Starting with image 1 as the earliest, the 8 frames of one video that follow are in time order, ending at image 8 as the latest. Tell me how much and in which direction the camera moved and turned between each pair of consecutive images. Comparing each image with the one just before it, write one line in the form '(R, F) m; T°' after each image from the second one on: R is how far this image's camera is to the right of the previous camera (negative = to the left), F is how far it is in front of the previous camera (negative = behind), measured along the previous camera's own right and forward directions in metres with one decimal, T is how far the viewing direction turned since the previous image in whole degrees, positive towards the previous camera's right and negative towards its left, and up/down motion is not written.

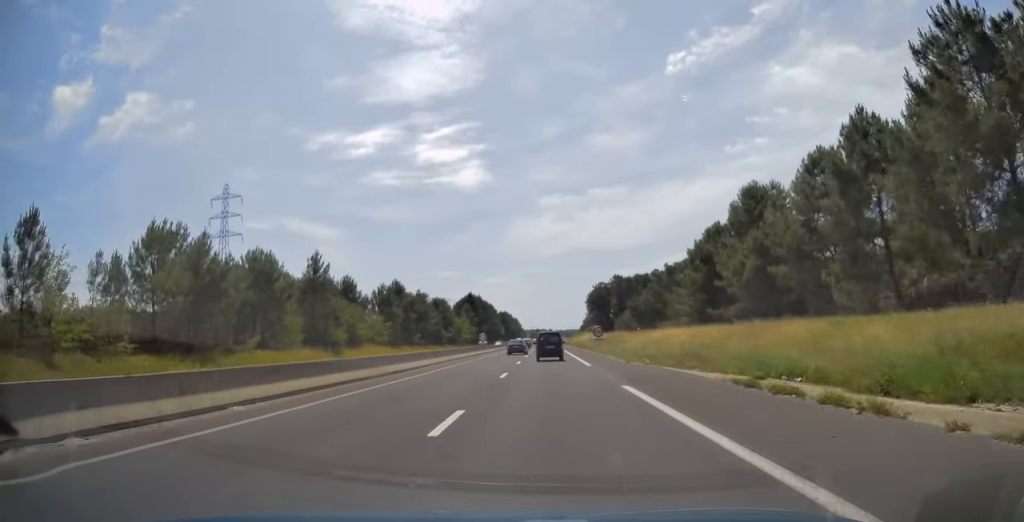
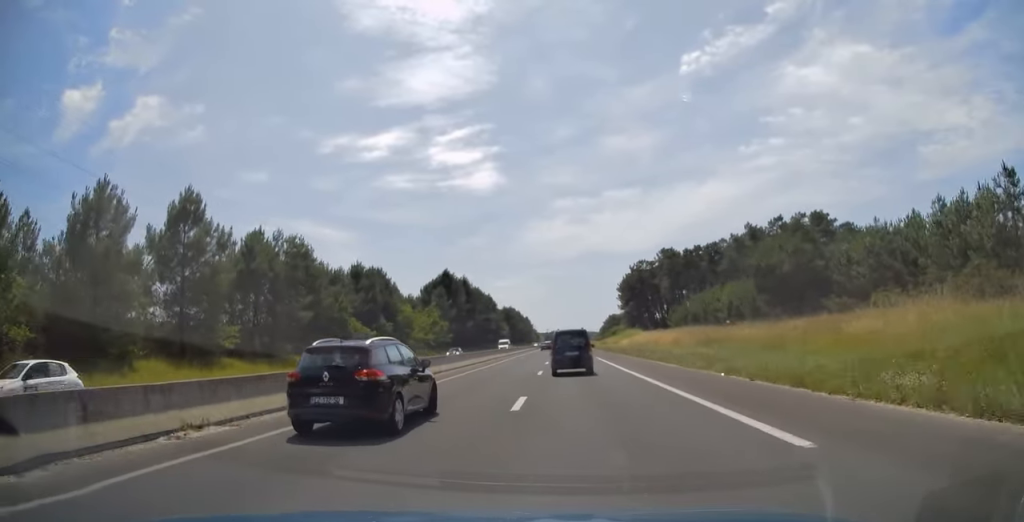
(+0.2, +74.9) m; 0°
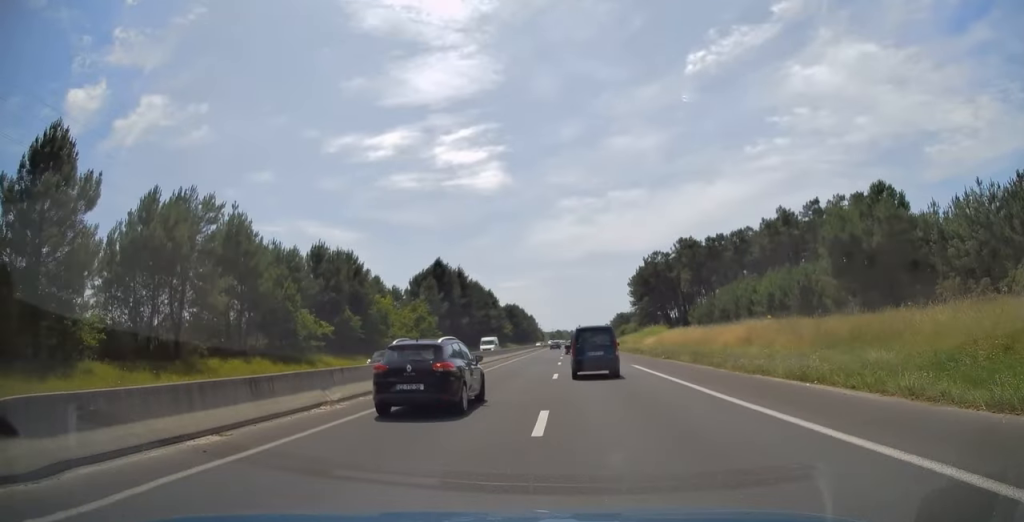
(-0.1, +16.3) m; 0°
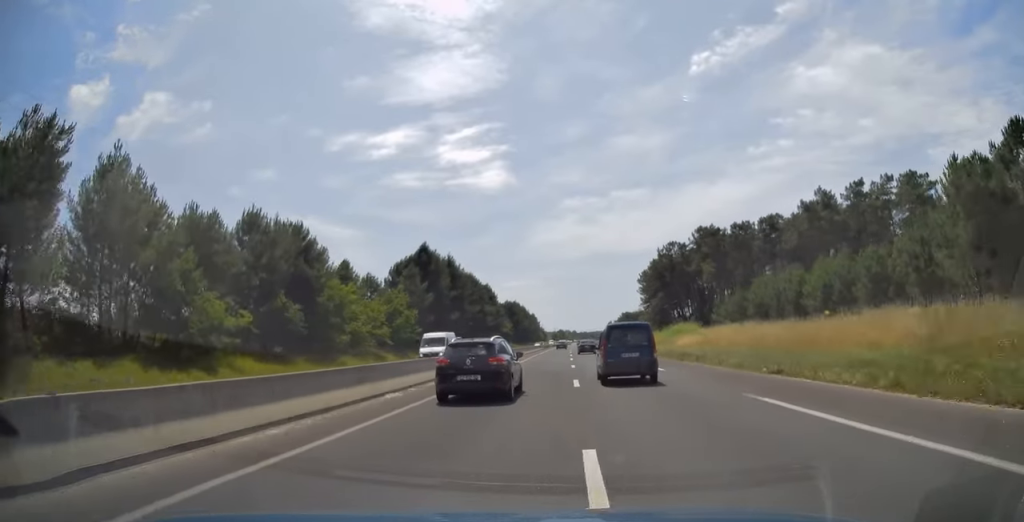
(+0.1, +16.7) m; -1°
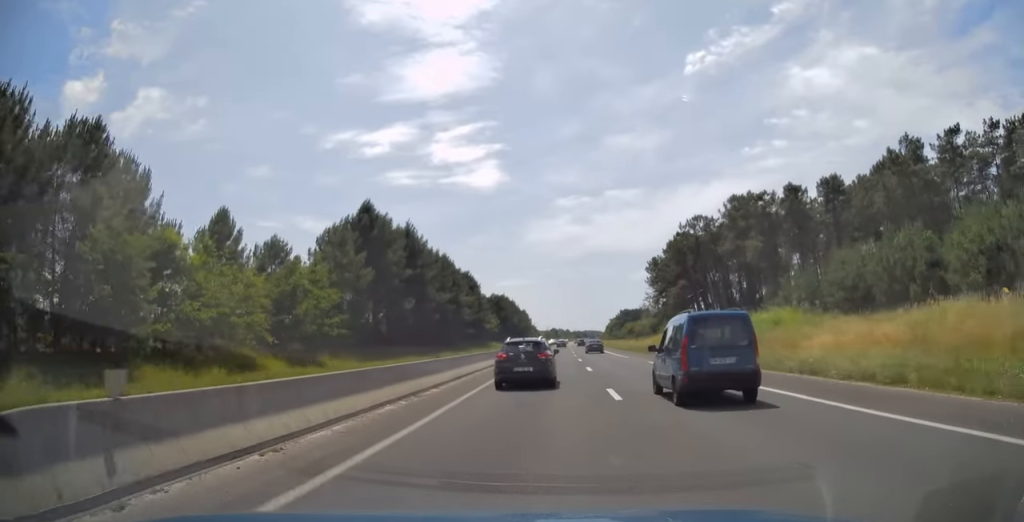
(-0.4, +29.7) m; 0°
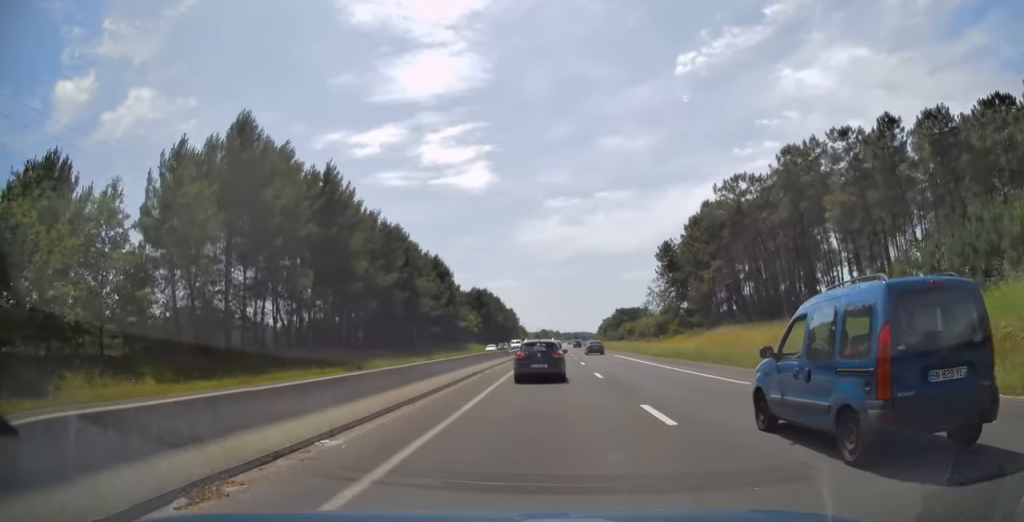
(+0.2, +29.9) m; +1°
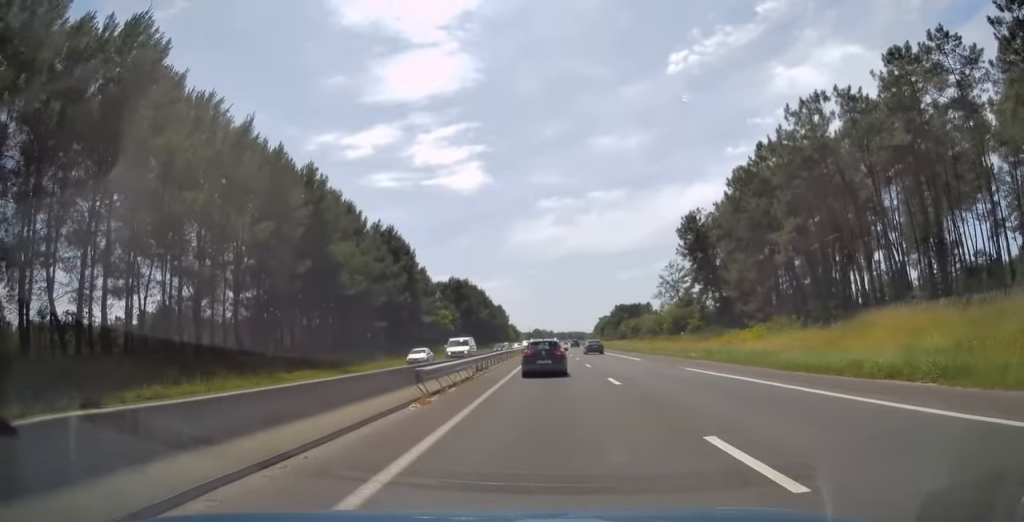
(+0.5, +30.4) m; +1°
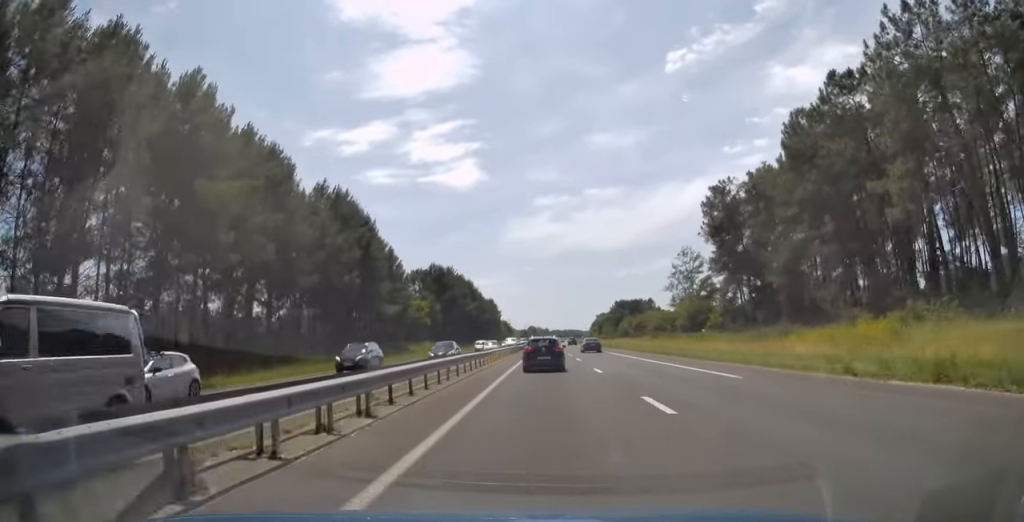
(+0.1, +20.6) m; 0°
